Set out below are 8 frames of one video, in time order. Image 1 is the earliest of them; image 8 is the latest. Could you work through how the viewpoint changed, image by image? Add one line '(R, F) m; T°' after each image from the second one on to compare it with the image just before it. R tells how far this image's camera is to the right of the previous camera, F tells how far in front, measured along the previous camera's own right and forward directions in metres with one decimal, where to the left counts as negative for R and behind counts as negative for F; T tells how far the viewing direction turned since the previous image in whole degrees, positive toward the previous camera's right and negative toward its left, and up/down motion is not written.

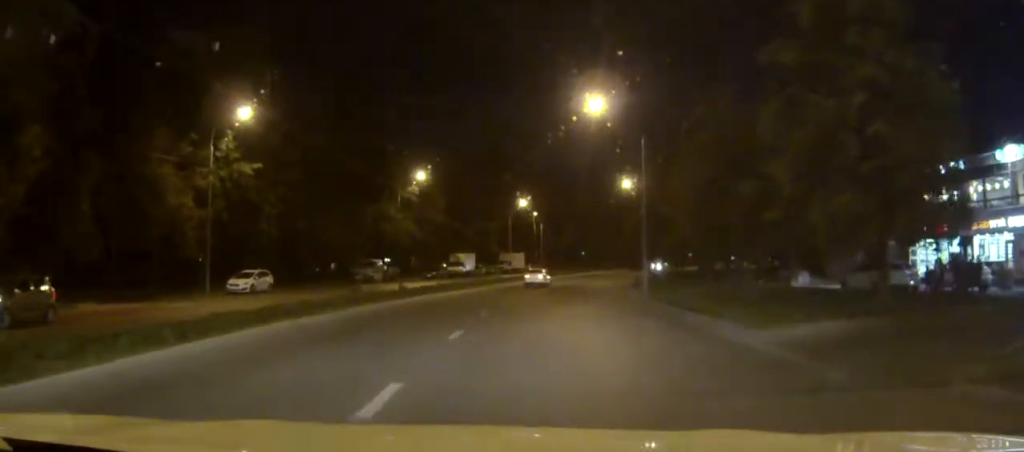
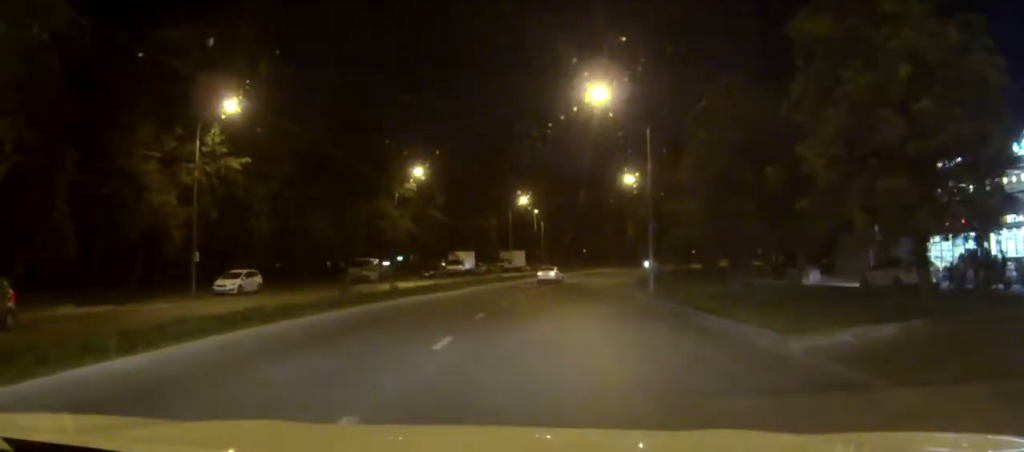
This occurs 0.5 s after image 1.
(+0.2, +0.8) m; +3°
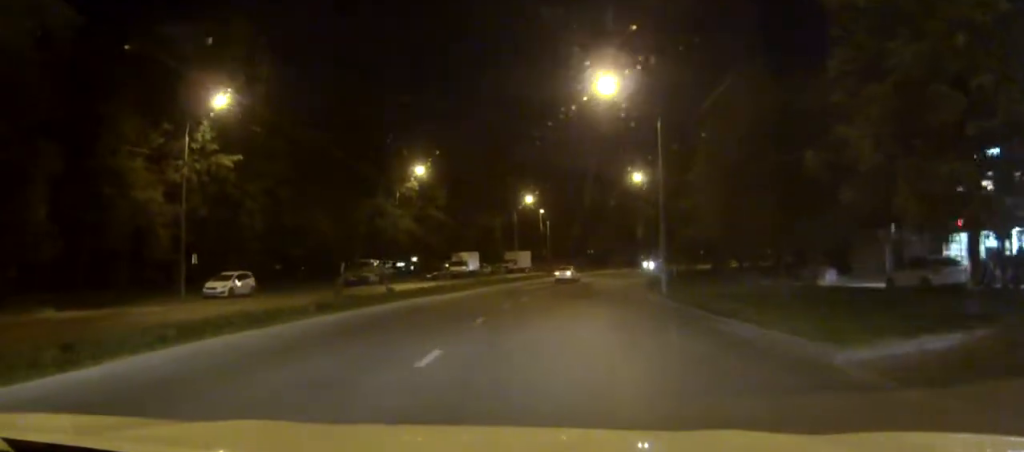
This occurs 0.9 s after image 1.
(0.0, +1.4) m; 0°
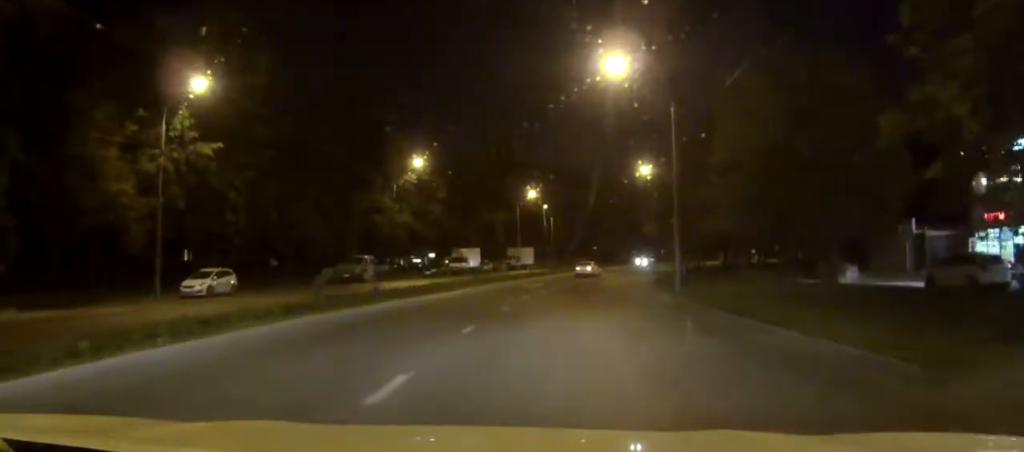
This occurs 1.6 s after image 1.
(-0.2, +2.9) m; -4°
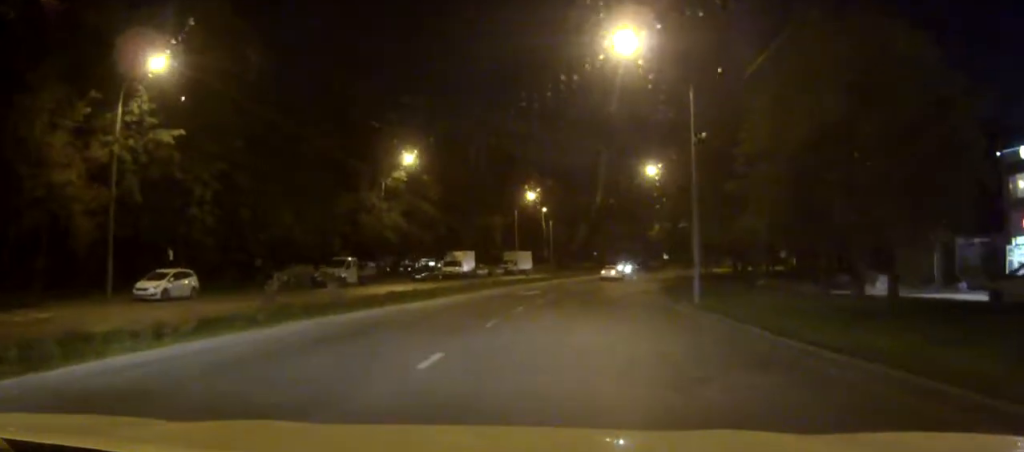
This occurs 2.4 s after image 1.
(-0.2, +4.8) m; -1°
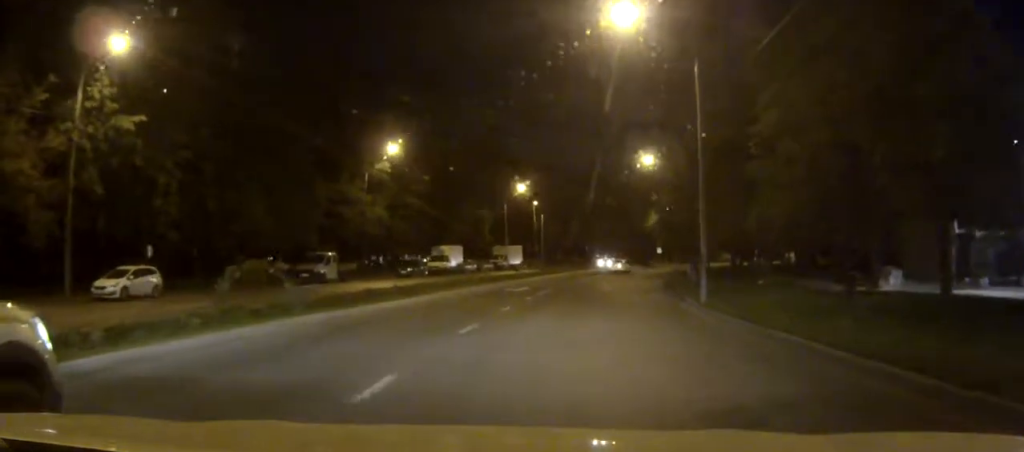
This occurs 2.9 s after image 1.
(0.0, +2.9) m; 0°
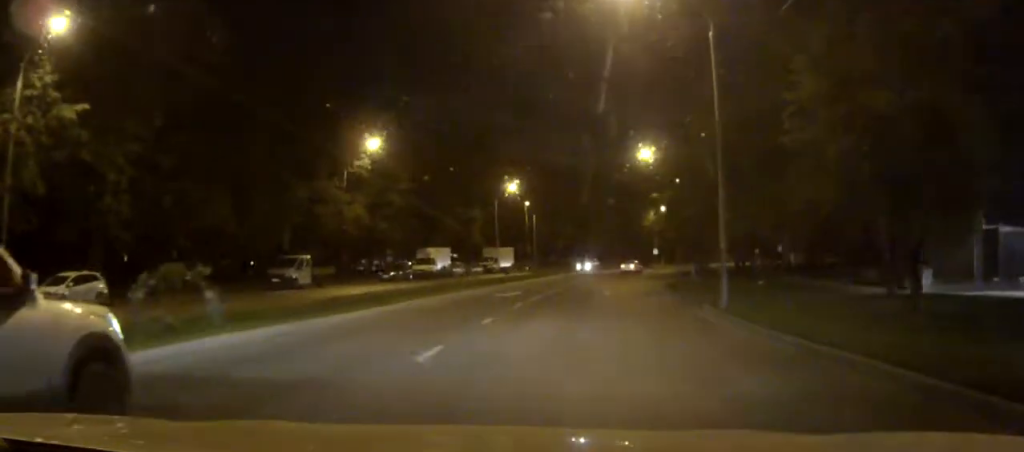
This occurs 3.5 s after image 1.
(0.0, +4.2) m; 0°
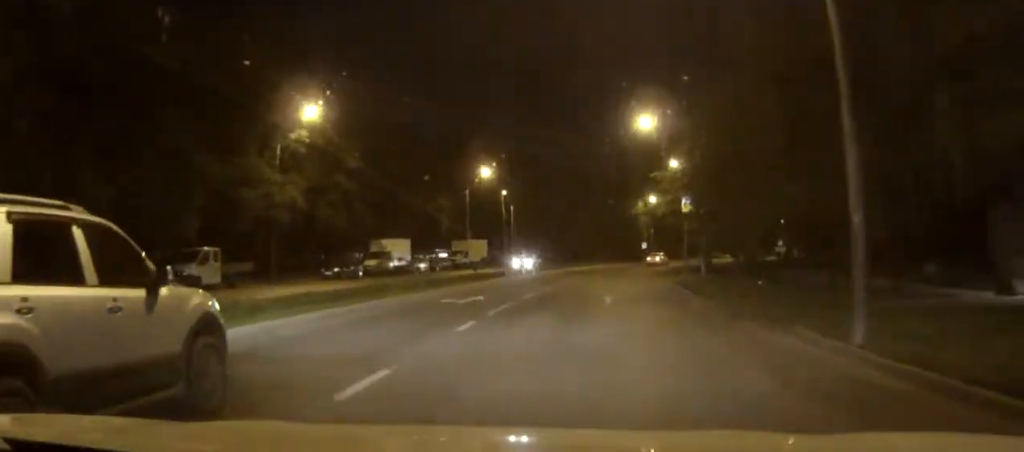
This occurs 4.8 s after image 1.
(0.0, +10.8) m; +2°
